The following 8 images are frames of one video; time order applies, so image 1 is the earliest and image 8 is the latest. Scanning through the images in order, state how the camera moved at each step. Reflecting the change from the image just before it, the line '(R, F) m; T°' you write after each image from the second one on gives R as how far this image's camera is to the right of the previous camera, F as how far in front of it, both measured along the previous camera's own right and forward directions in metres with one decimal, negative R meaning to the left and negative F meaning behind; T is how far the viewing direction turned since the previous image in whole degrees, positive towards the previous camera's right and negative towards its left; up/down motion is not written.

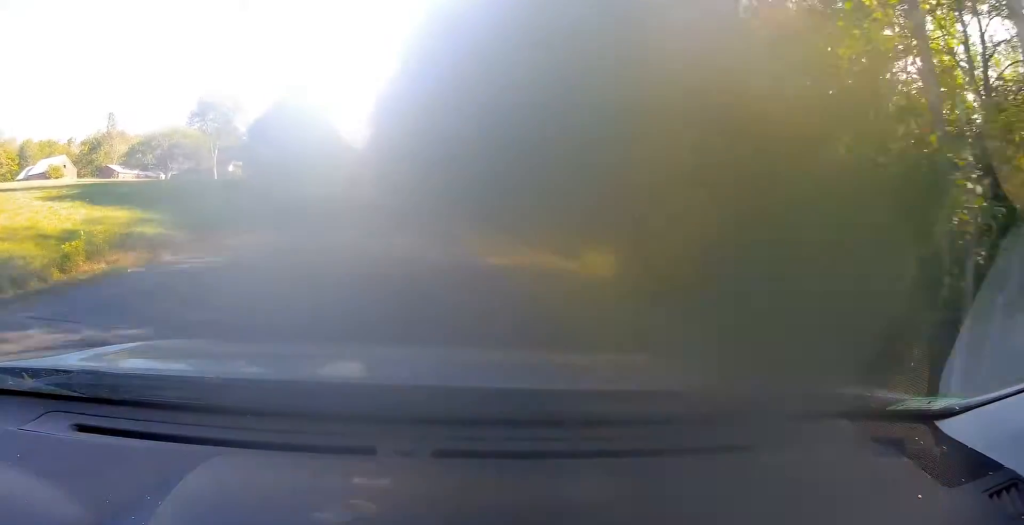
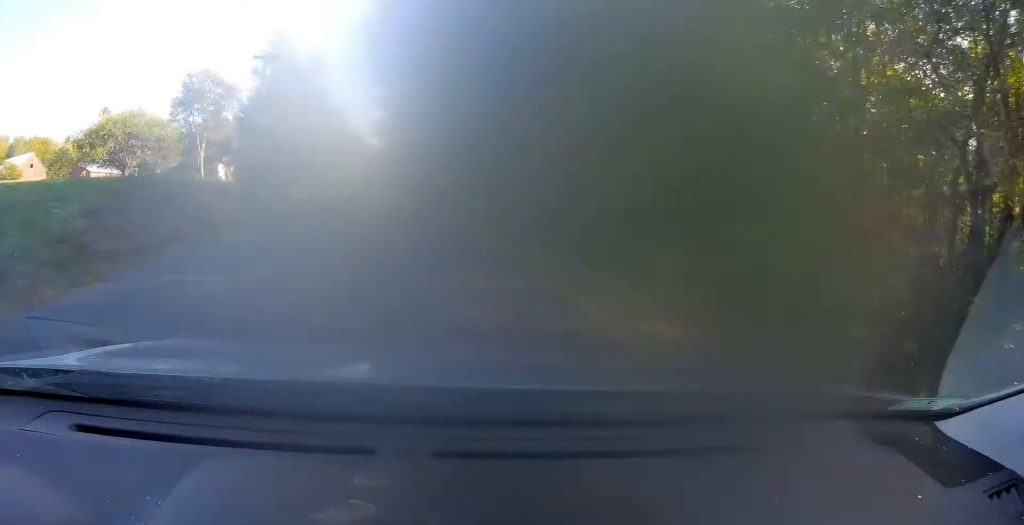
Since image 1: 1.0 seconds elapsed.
(-0.4, +19.8) m; -2°
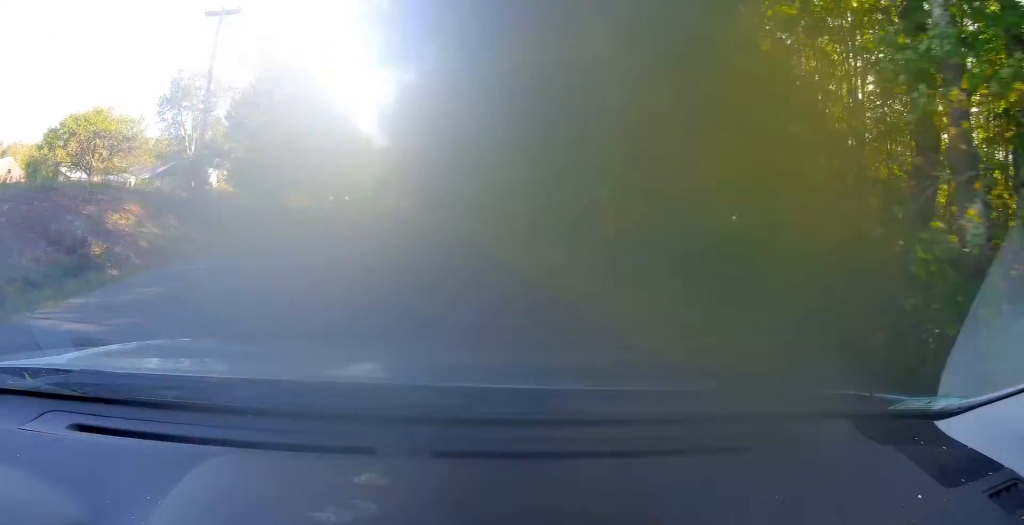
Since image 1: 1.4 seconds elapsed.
(-0.3, +9.4) m; -1°
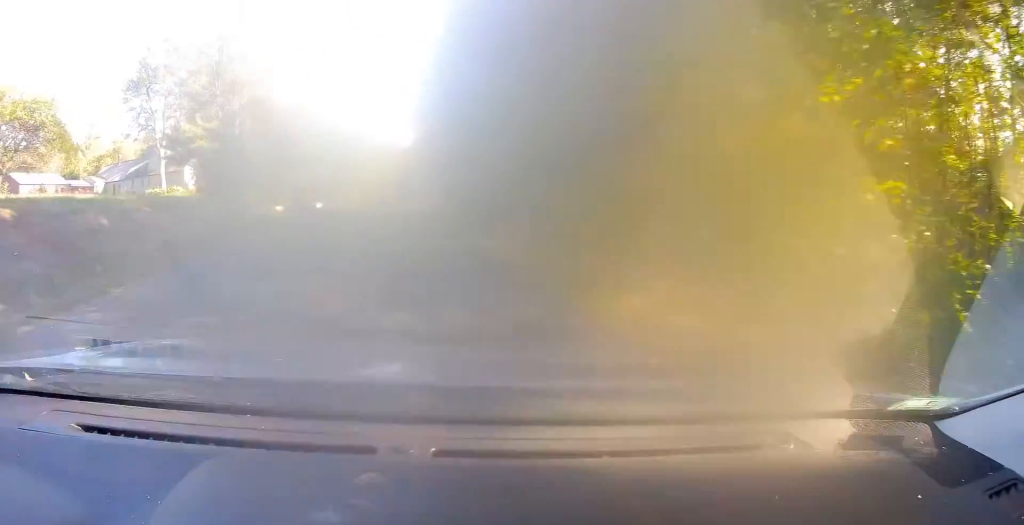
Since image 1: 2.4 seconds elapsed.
(+0.2, +19.4) m; -2°
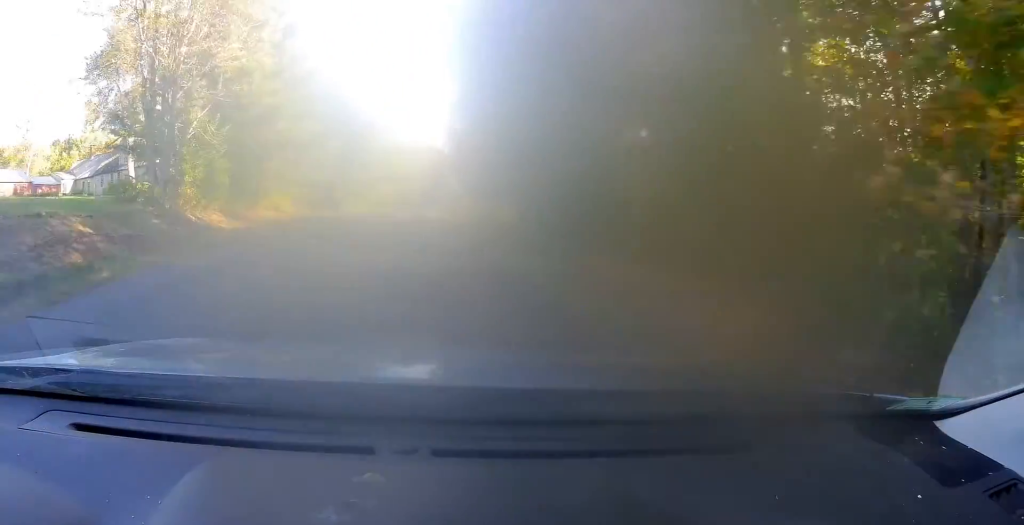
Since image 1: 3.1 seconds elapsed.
(-0.5, +14.7) m; -3°
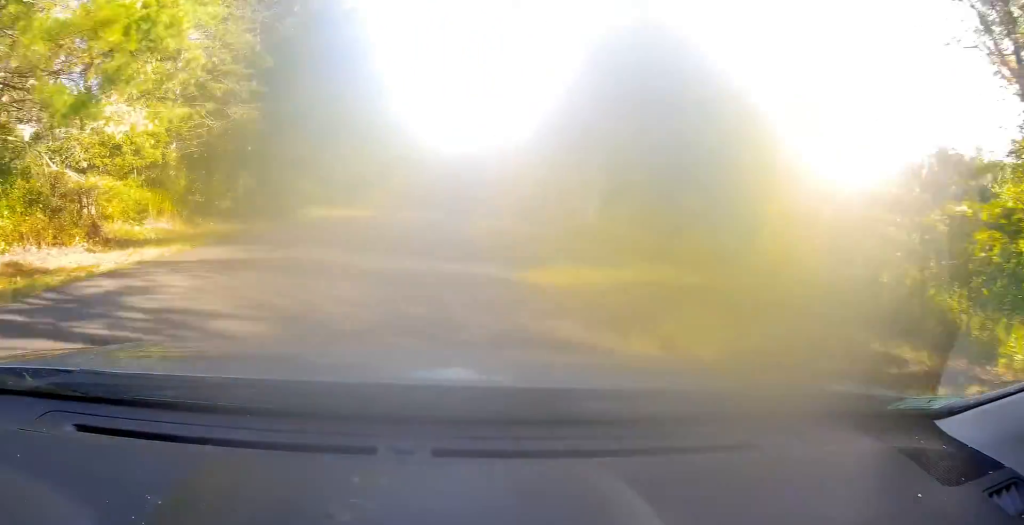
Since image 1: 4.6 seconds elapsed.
(-1.1, +30.2) m; -3°
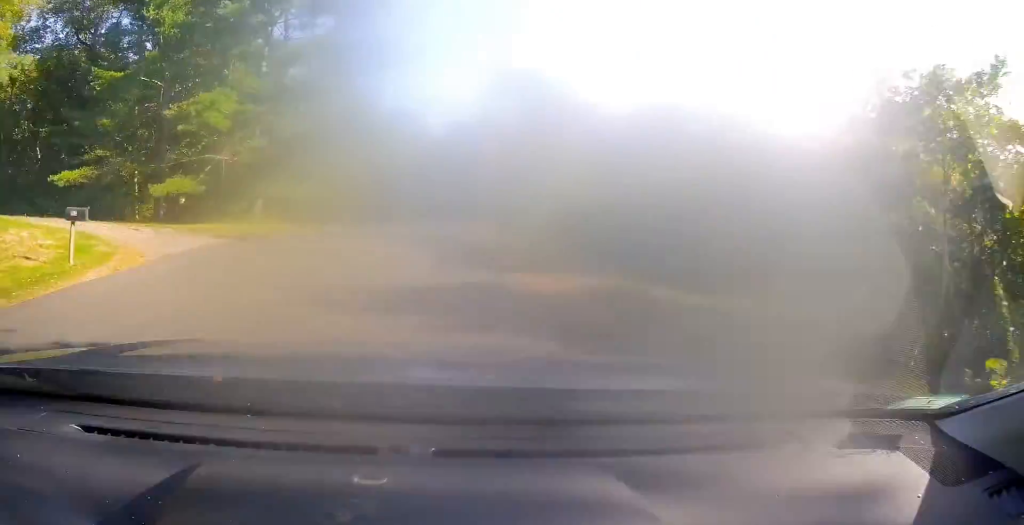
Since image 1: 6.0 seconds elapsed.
(-0.3, +27.0) m; 0°
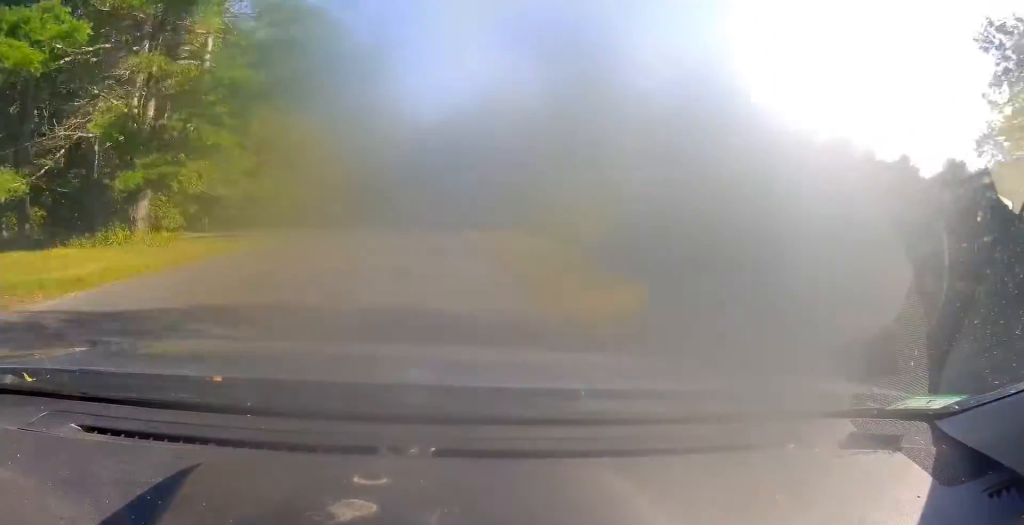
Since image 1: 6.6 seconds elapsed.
(-0.3, +12.8) m; +2°
